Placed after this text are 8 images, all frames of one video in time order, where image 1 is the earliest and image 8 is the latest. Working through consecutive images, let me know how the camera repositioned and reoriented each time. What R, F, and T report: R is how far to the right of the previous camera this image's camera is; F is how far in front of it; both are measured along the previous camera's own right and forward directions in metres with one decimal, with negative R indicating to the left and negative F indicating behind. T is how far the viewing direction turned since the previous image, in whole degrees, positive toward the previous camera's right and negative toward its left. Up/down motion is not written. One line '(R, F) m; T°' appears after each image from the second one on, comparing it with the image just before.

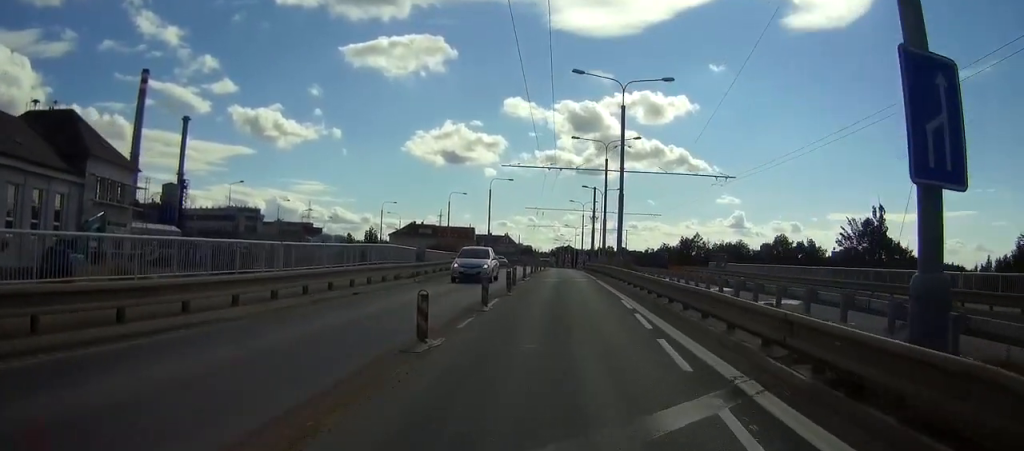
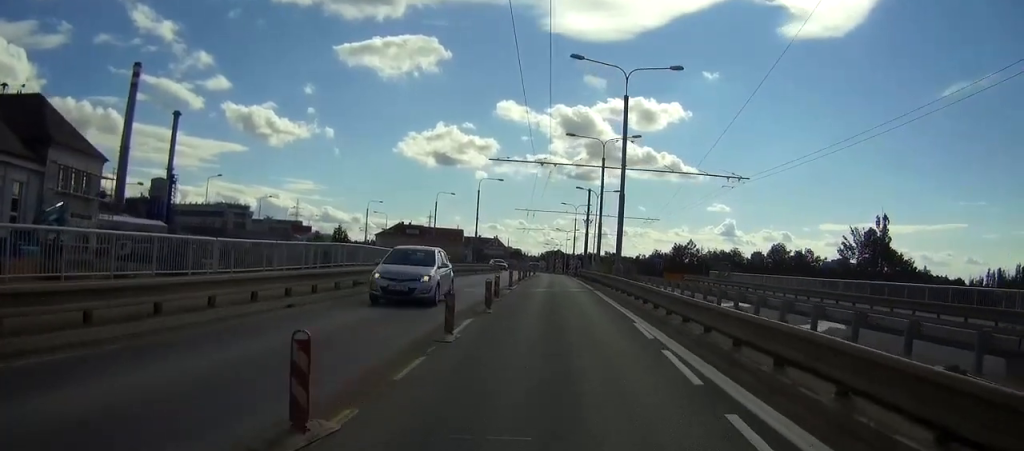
(-0.1, +4.9) m; +2°
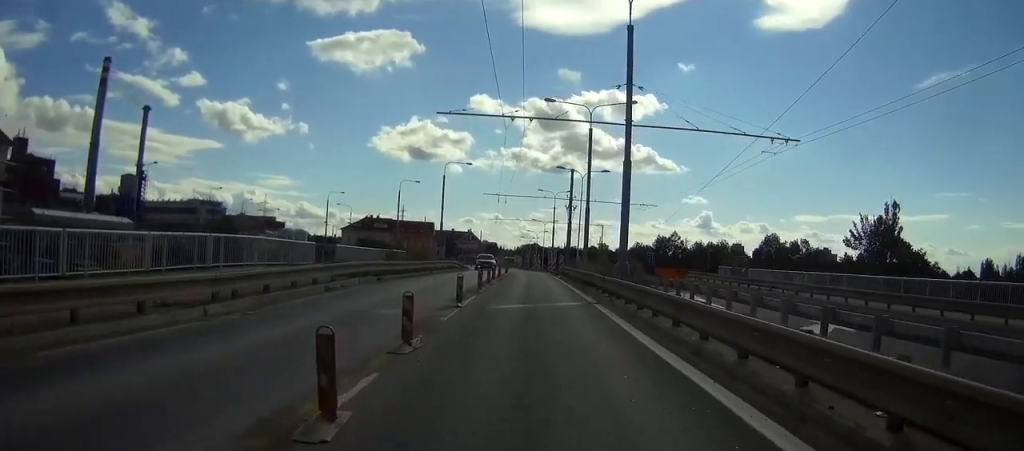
(+0.7, +12.3) m; +3°
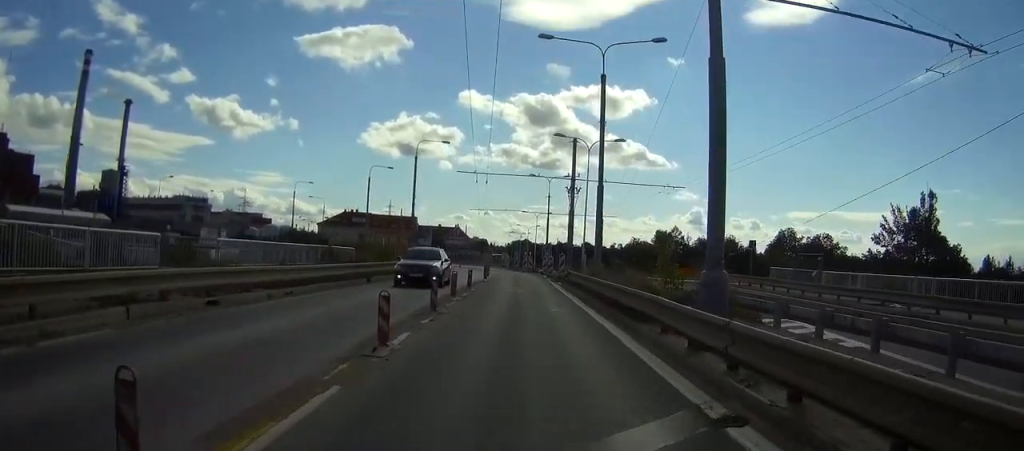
(-0.2, +15.6) m; -1°
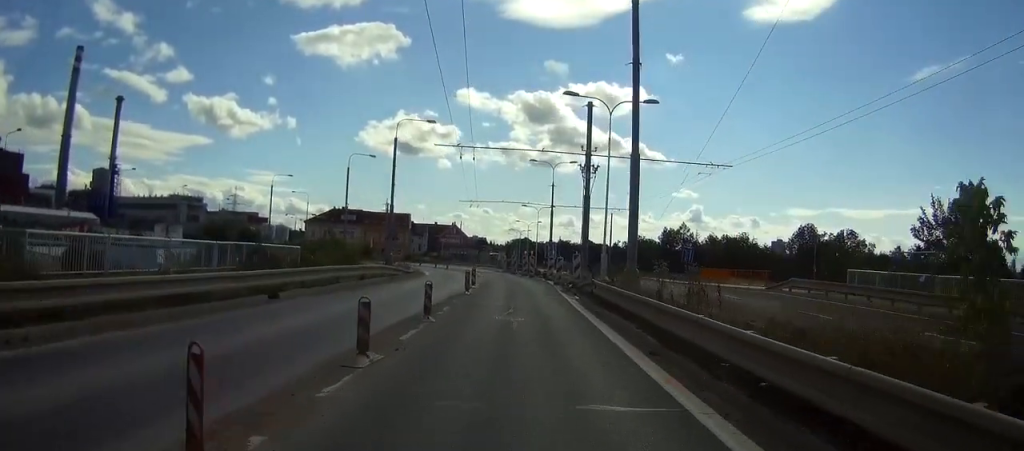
(0.0, +11.4) m; +1°
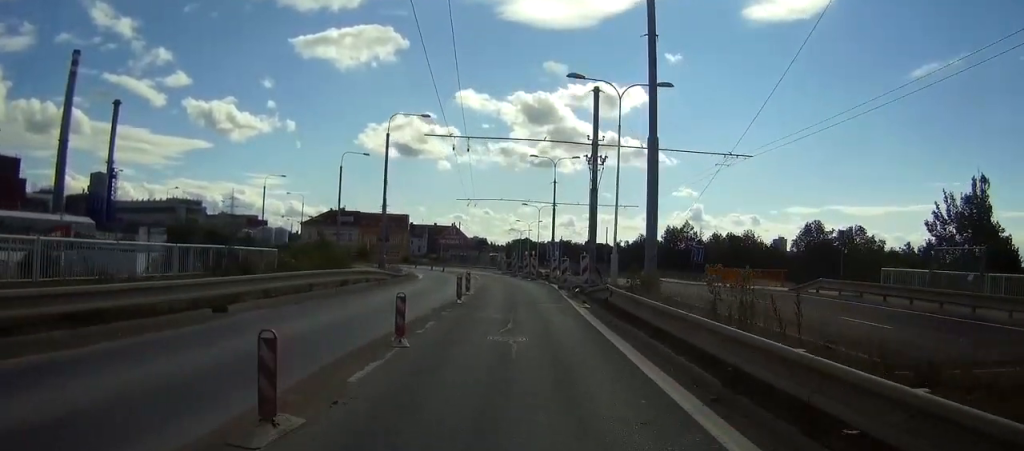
(0.0, +3.4) m; +1°
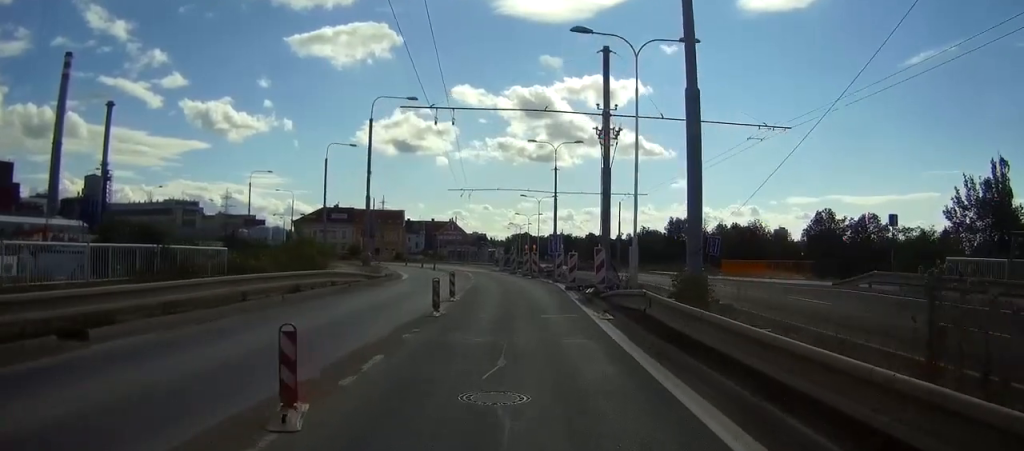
(+0.1, +5.3) m; +1°
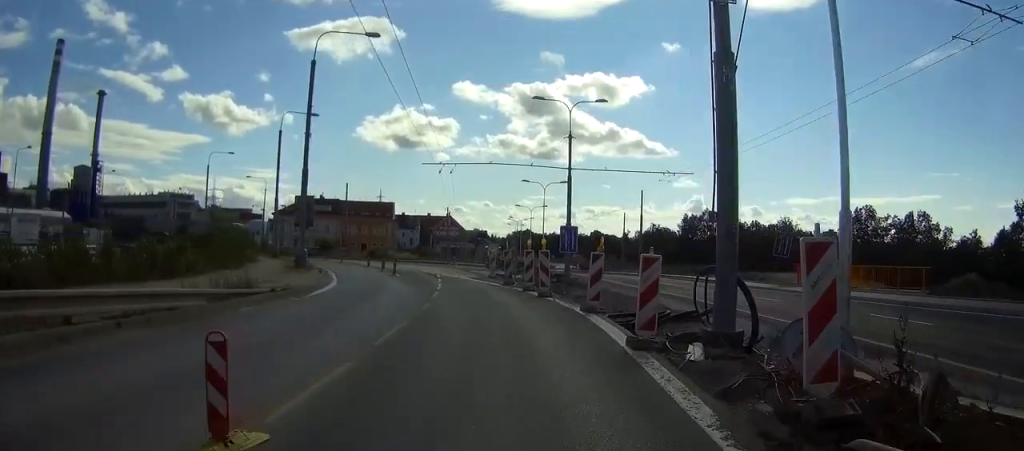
(+0.1, +14.9) m; 0°
